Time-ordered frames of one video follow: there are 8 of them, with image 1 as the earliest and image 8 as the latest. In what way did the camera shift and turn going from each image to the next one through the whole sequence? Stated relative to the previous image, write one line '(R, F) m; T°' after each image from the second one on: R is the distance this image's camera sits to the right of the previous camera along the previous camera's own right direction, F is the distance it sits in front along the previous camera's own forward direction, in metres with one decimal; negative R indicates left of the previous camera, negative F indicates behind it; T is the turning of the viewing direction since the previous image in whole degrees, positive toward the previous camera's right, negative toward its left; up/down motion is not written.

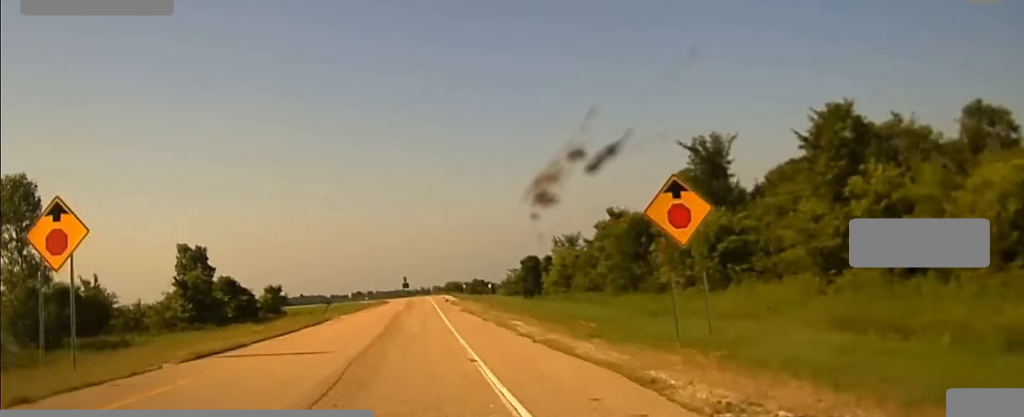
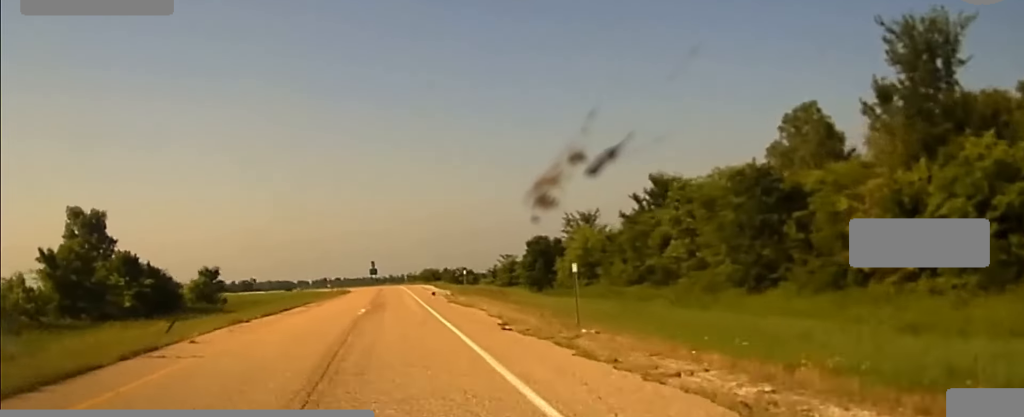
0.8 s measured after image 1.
(+0.6, +23.9) m; +2°
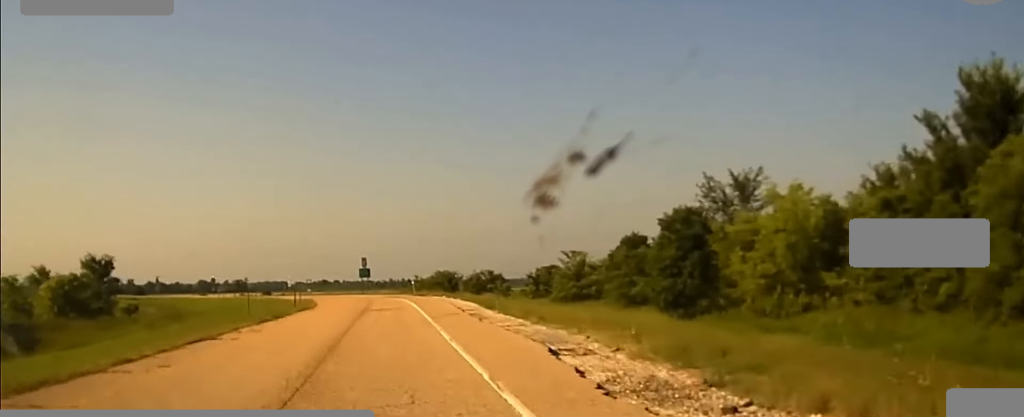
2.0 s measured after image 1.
(+0.5, +43.0) m; 0°
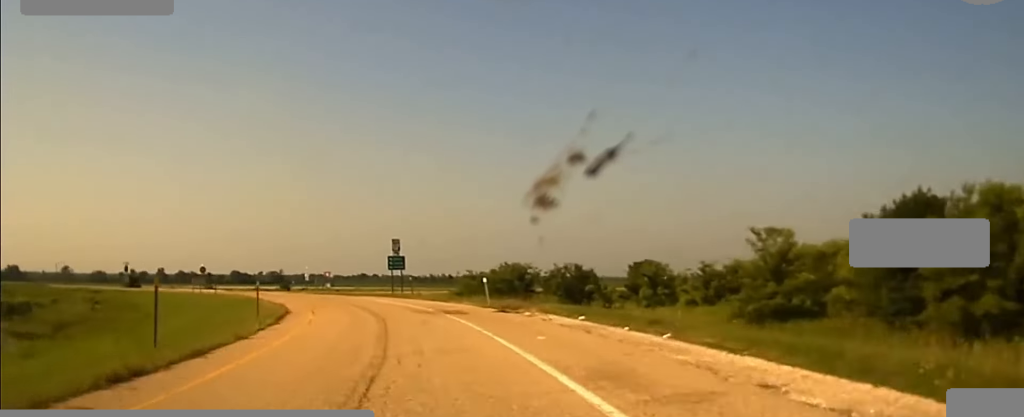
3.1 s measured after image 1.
(-0.7, +41.2) m; -3°
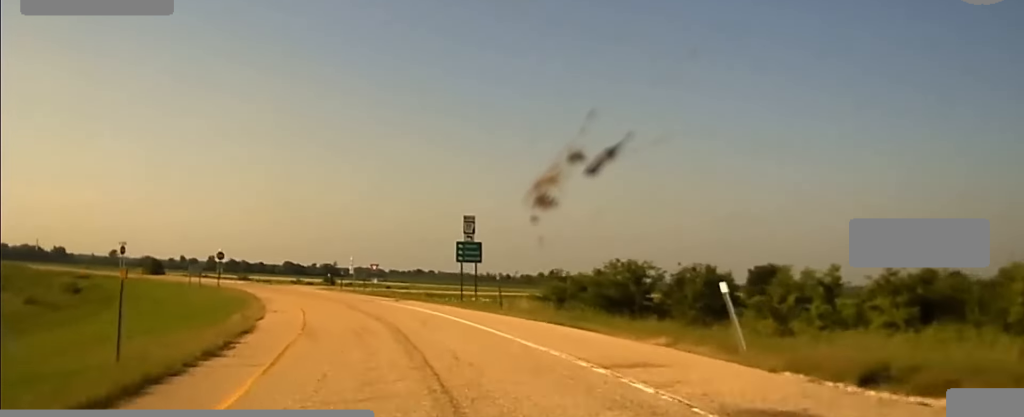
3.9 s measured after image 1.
(-1.0, +29.0) m; -4°
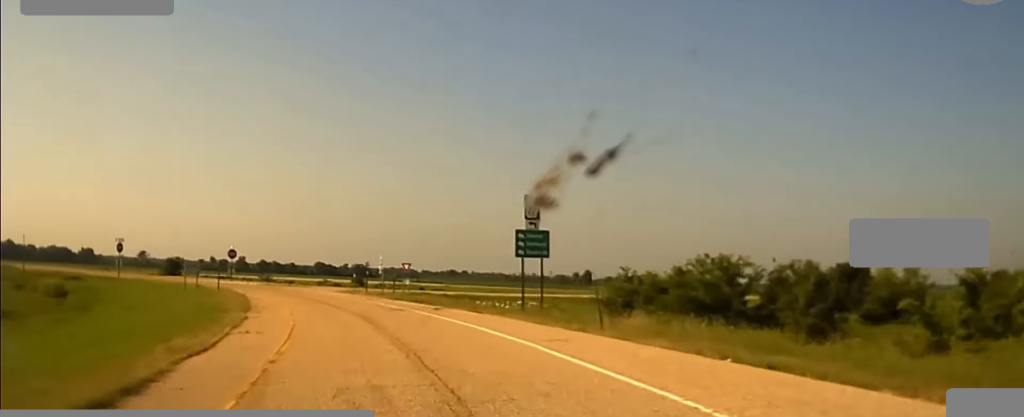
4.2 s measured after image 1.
(+0.1, +14.8) m; -2°
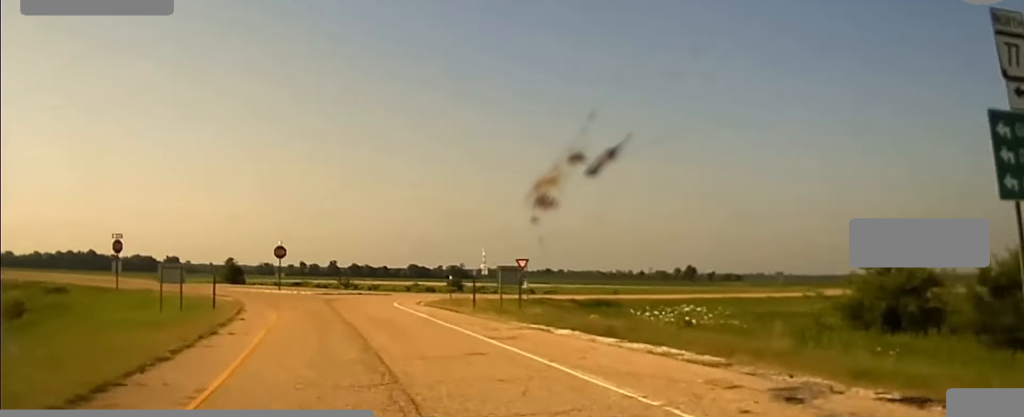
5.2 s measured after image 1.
(-1.6, +28.1) m; -7°
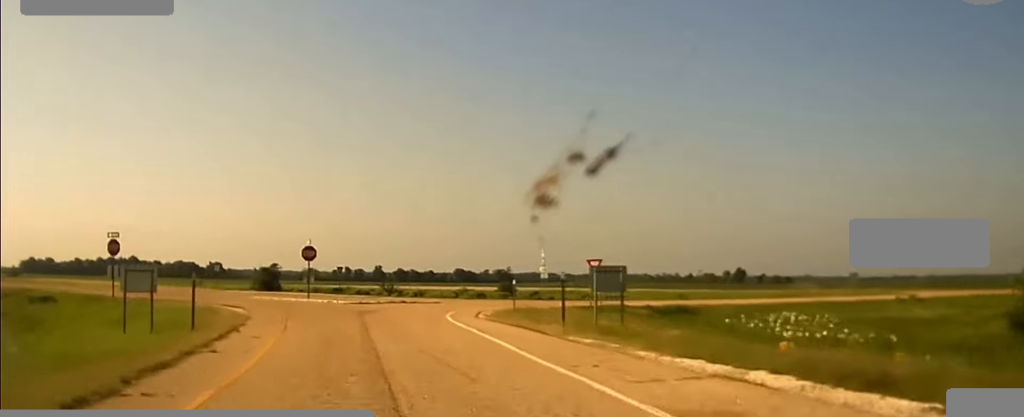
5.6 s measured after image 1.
(-0.7, +8.4) m; -3°
